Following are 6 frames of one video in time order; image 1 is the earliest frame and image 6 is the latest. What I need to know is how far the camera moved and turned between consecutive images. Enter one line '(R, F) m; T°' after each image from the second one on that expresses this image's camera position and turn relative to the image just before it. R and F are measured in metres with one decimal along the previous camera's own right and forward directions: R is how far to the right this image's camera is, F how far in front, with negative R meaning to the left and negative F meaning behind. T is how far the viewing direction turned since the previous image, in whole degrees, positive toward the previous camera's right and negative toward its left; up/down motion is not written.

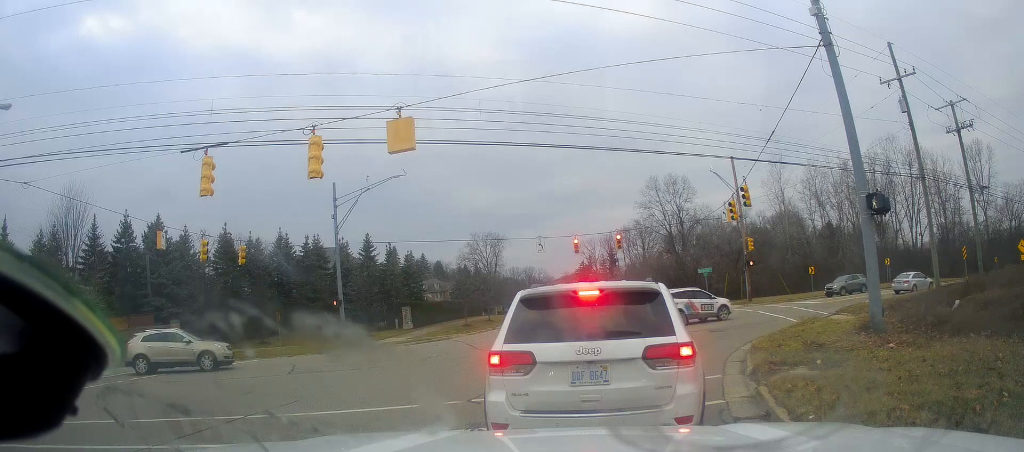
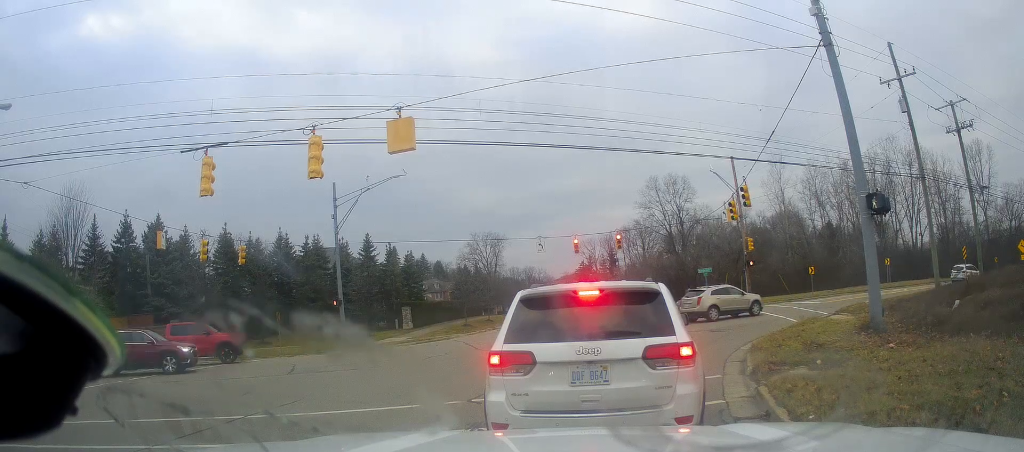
(0.0, 0.0) m; 0°
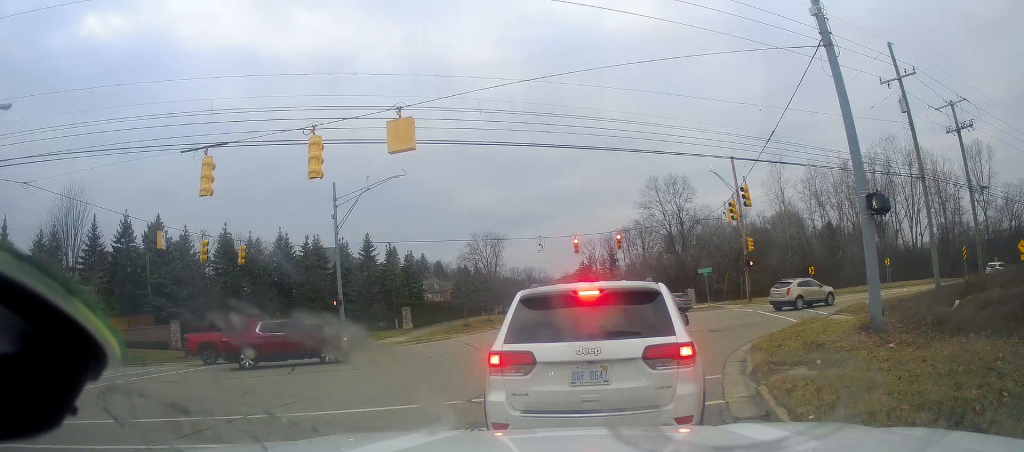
(0.0, 0.0) m; 0°
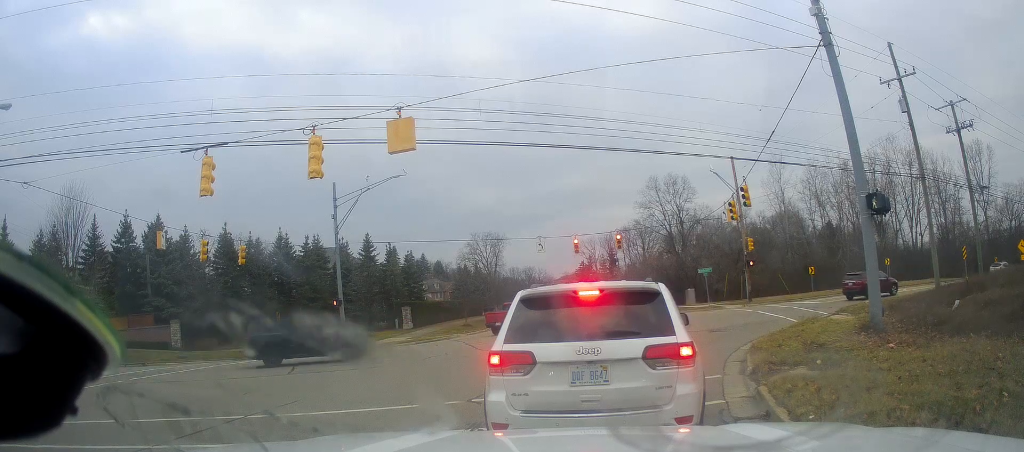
(0.0, 0.0) m; 0°
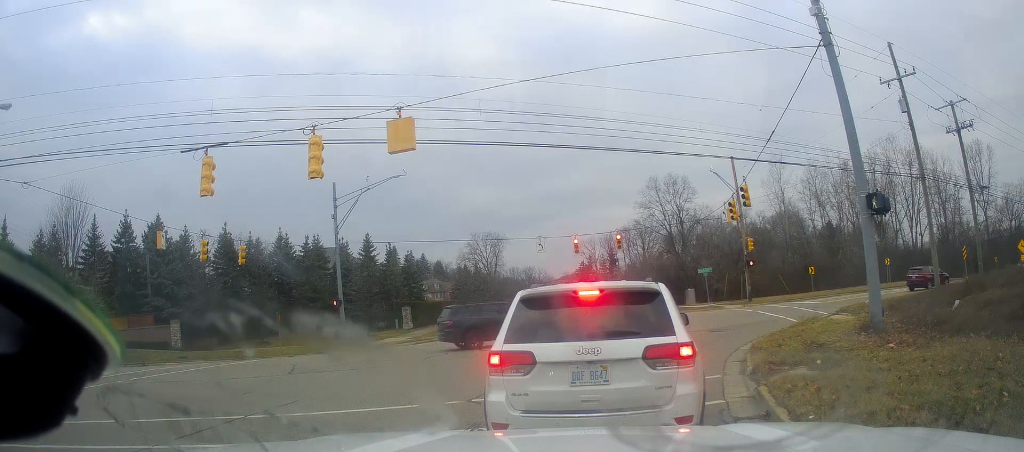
(0.0, 0.0) m; 0°
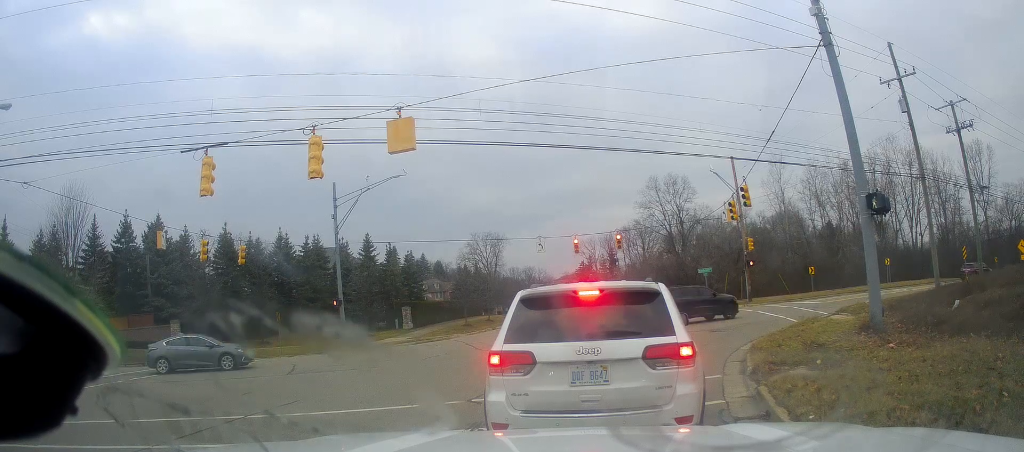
(0.0, 0.0) m; 0°
